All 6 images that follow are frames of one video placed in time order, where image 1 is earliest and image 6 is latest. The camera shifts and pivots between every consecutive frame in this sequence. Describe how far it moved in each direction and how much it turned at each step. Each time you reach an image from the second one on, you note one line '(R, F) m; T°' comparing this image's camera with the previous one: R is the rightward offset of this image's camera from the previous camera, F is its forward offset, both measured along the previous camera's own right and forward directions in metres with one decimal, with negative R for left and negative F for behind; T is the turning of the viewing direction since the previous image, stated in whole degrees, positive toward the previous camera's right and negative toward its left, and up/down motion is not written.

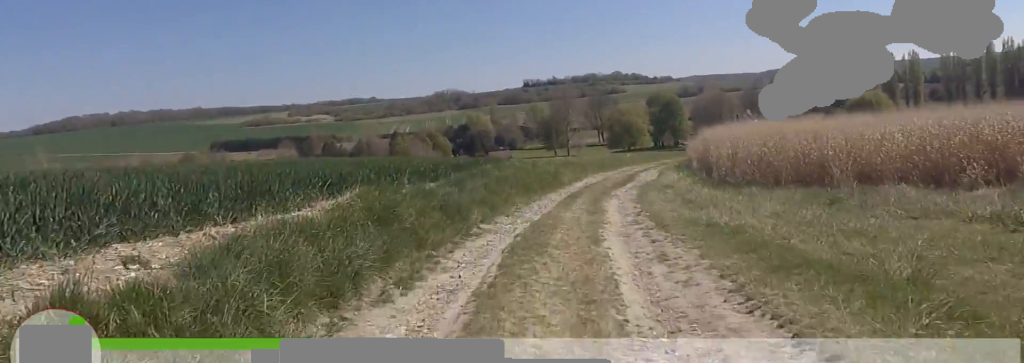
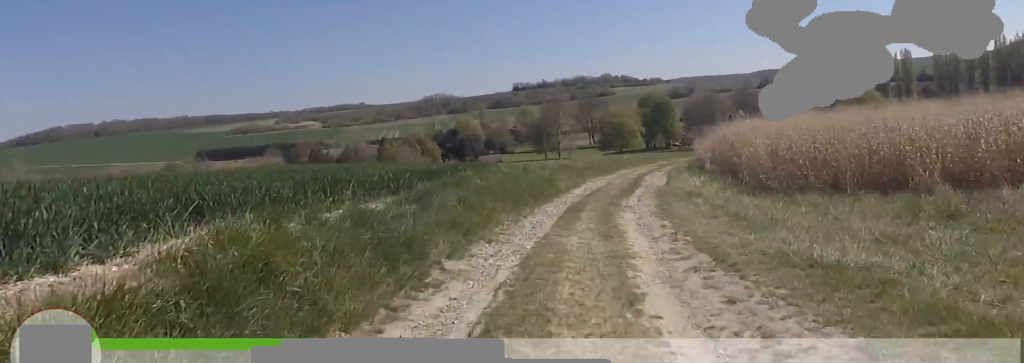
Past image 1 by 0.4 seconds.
(+0.1, +3.3) m; +2°
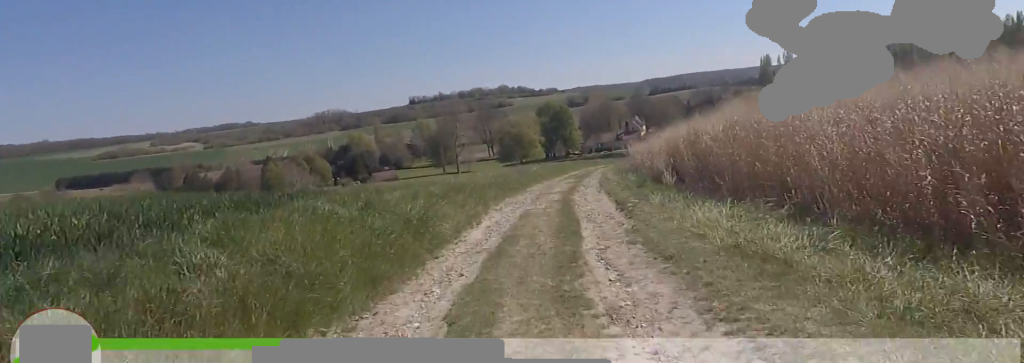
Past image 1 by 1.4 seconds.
(0.0, +8.5) m; +6°
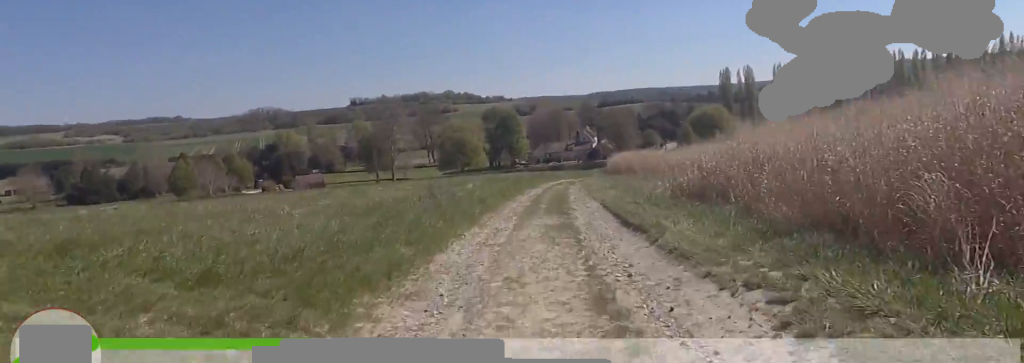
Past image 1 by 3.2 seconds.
(+1.4, +16.4) m; +4°
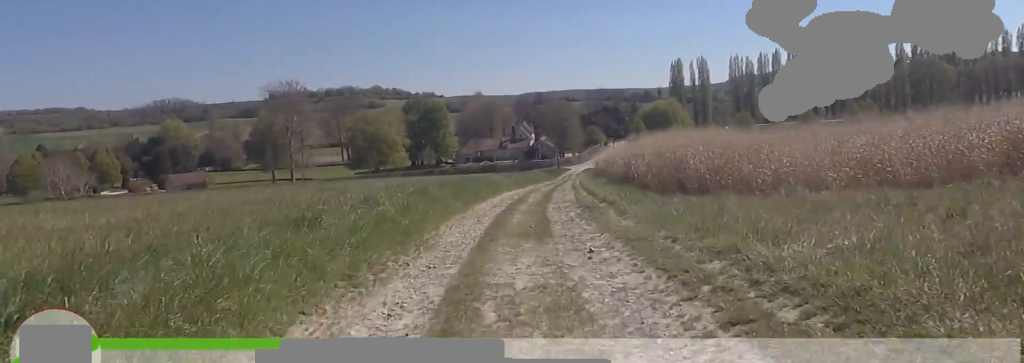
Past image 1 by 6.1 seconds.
(-0.1, +26.0) m; +4°
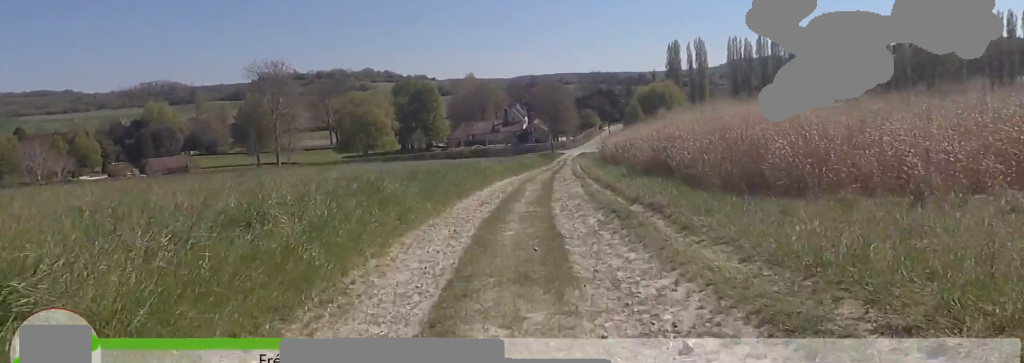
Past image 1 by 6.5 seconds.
(+0.3, +4.1) m; +1°
